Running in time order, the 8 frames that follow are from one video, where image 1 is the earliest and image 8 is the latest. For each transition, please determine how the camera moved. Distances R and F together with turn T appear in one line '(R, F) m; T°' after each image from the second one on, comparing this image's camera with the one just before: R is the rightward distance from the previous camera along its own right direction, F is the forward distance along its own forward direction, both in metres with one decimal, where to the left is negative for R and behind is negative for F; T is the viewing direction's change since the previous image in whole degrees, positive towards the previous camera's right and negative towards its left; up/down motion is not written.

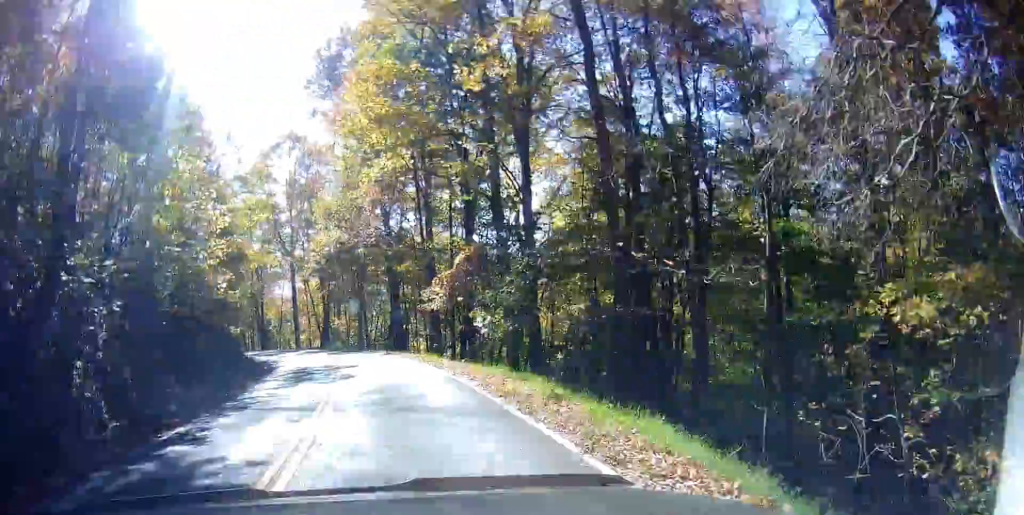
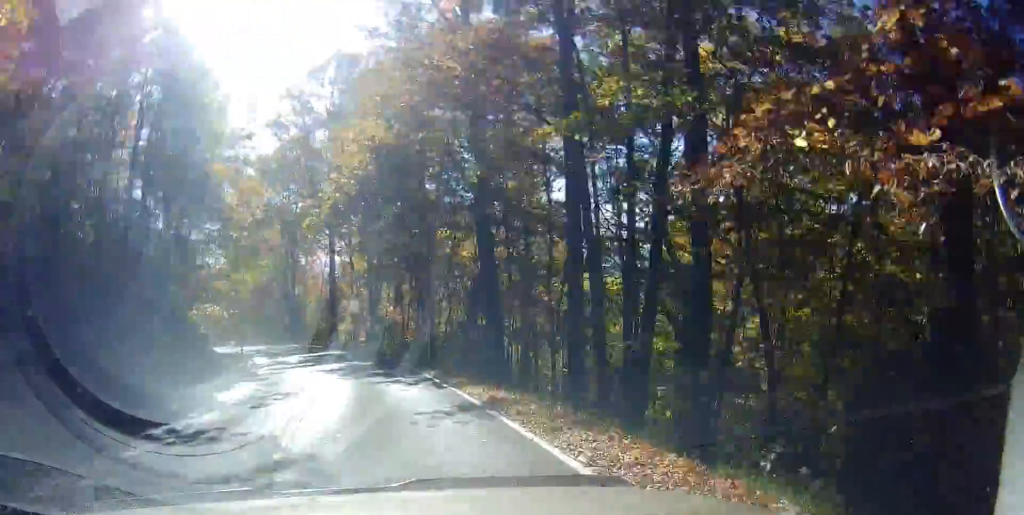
(0.0, +18.6) m; -1°
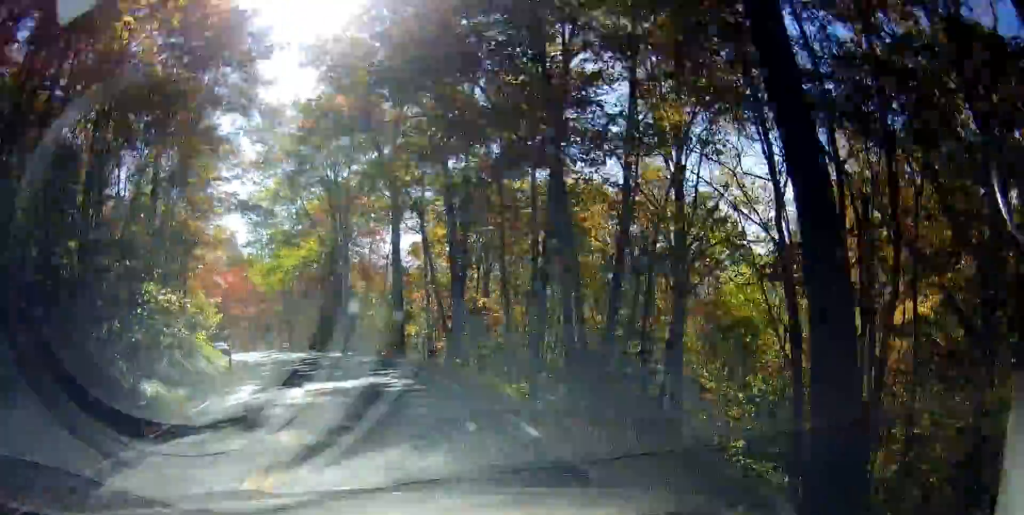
(-0.2, +14.7) m; -6°
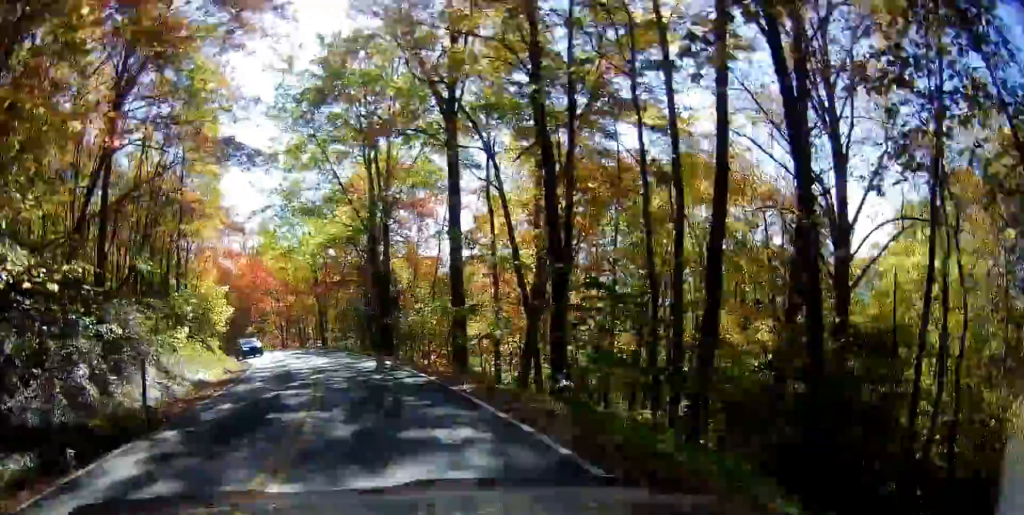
(-0.8, +10.3) m; -5°
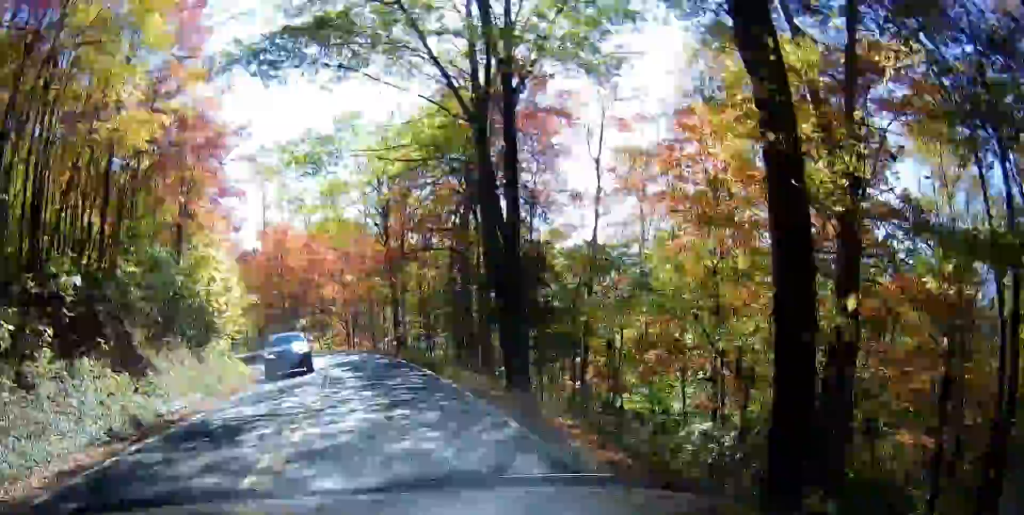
(-1.4, +19.4) m; -12°
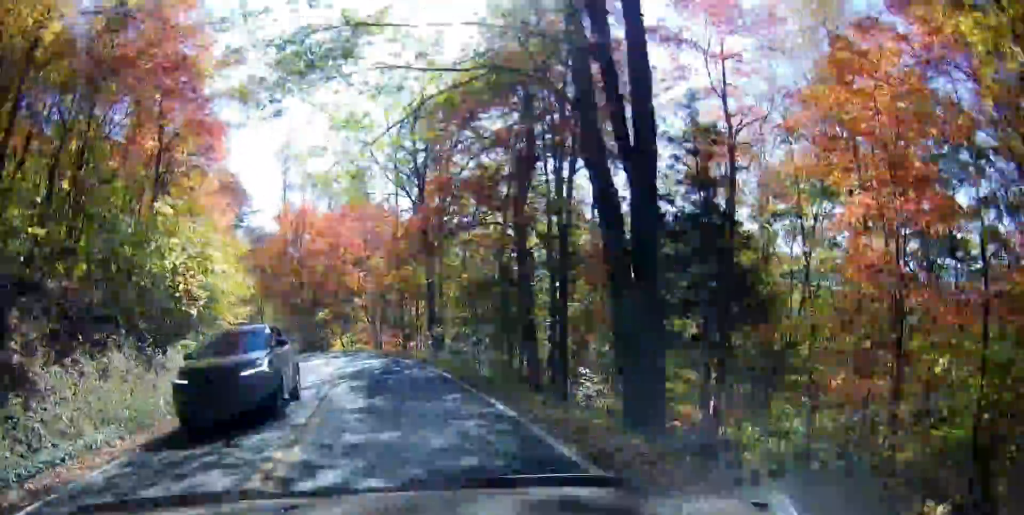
(-0.8, +8.5) m; -7°
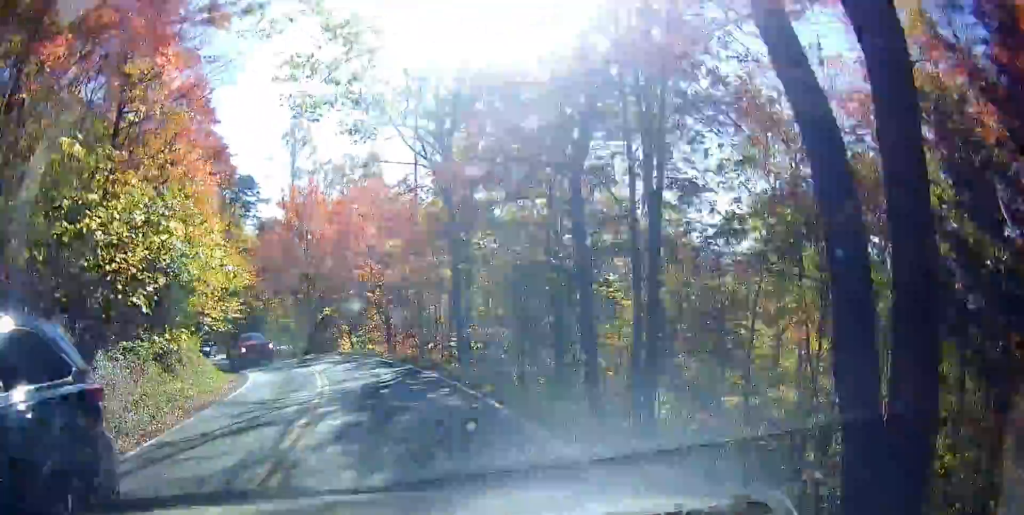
(-0.3, +6.4) m; -3°
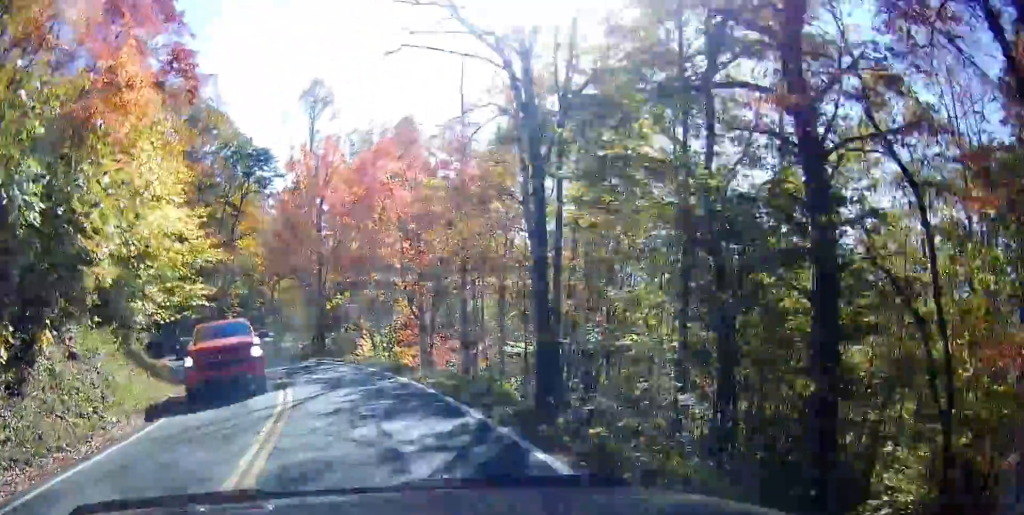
(-0.4, +12.1) m; -2°
